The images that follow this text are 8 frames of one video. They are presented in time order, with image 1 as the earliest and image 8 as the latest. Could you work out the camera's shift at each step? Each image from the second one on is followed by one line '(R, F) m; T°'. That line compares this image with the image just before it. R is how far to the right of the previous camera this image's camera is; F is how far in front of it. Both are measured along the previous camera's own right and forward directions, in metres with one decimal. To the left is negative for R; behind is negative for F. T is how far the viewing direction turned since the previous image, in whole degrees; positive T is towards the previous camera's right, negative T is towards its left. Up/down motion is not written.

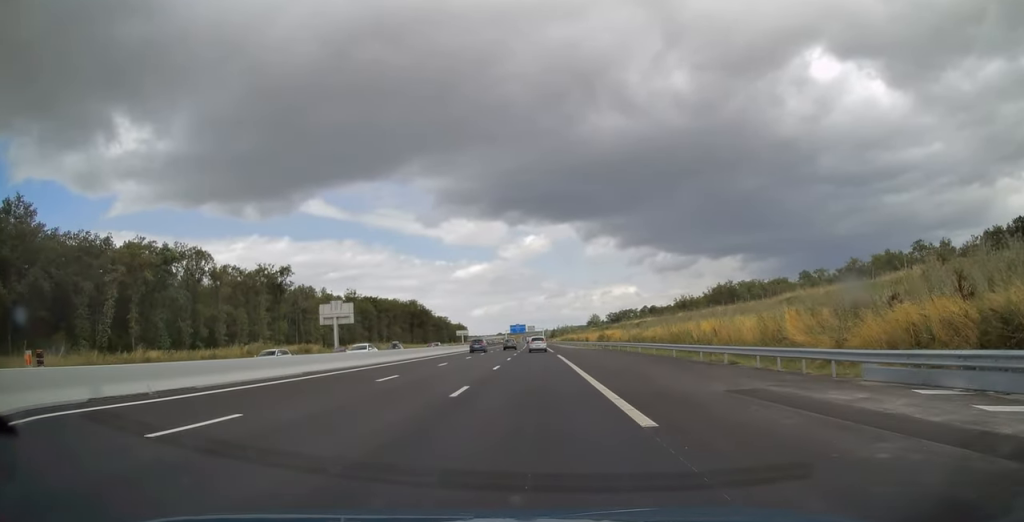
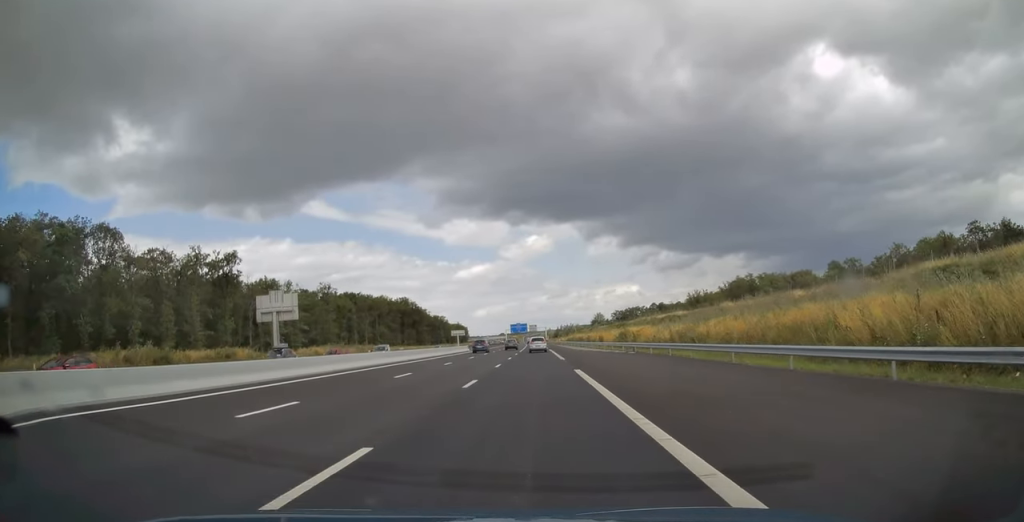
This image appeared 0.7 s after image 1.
(0.0, +23.4) m; 0°
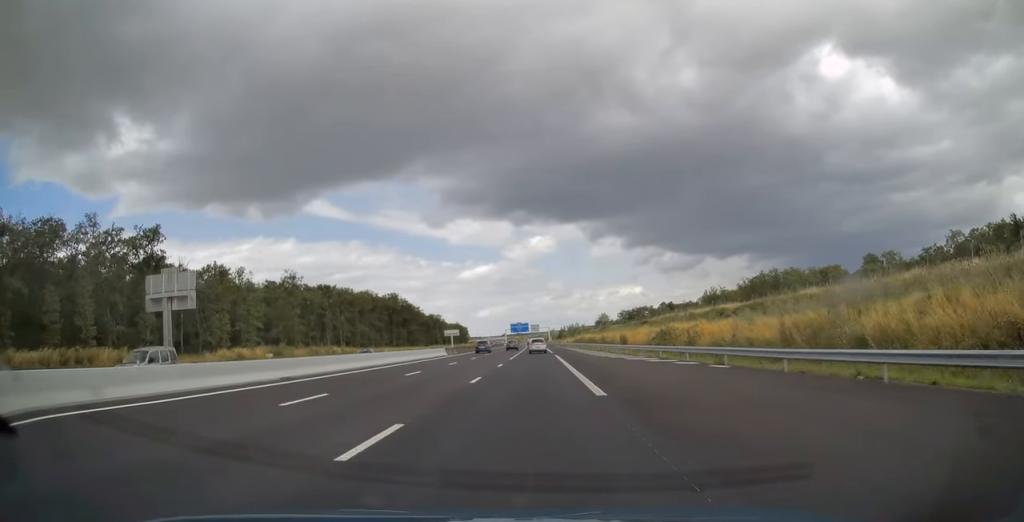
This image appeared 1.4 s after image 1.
(0.0, +24.8) m; 0°
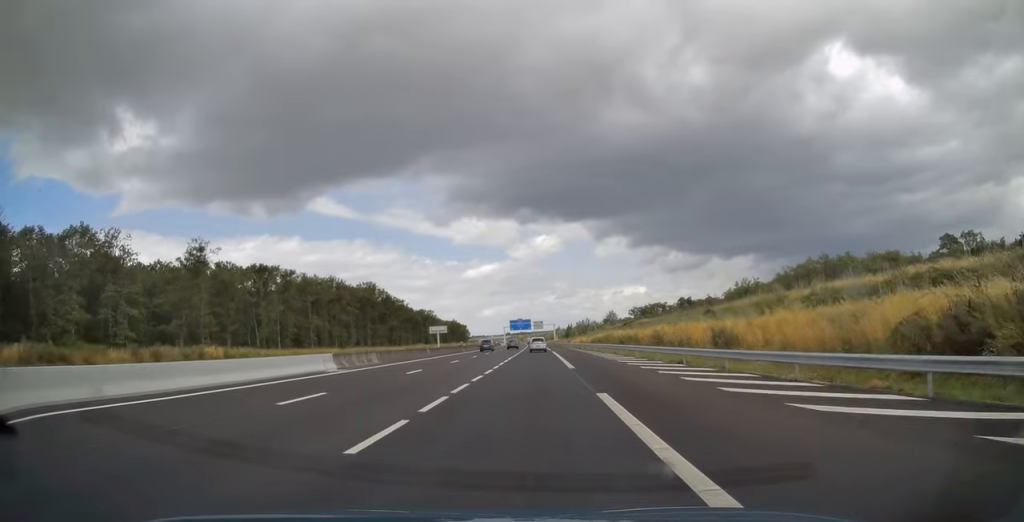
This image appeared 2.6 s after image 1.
(-0.2, +42.3) m; 0°
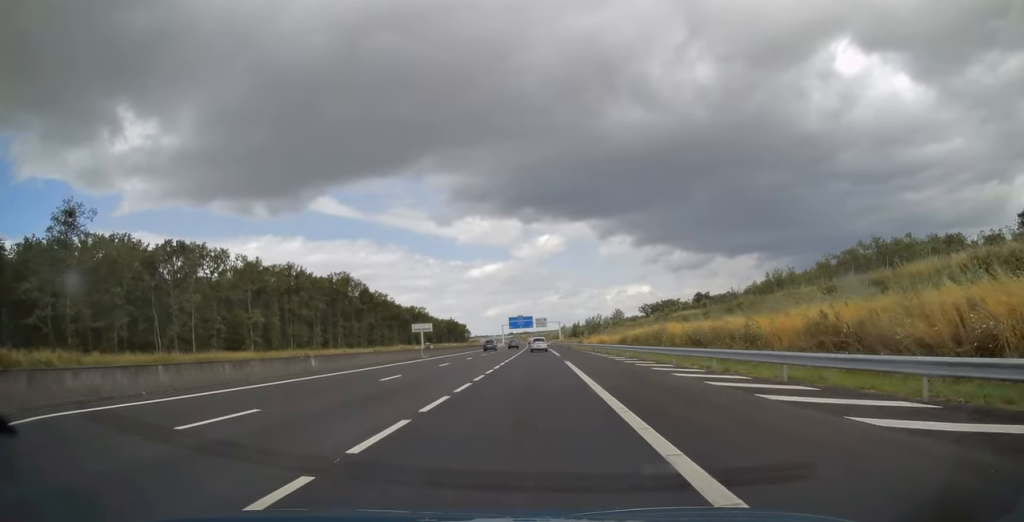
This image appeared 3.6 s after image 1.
(-0.1, +29.4) m; 0°
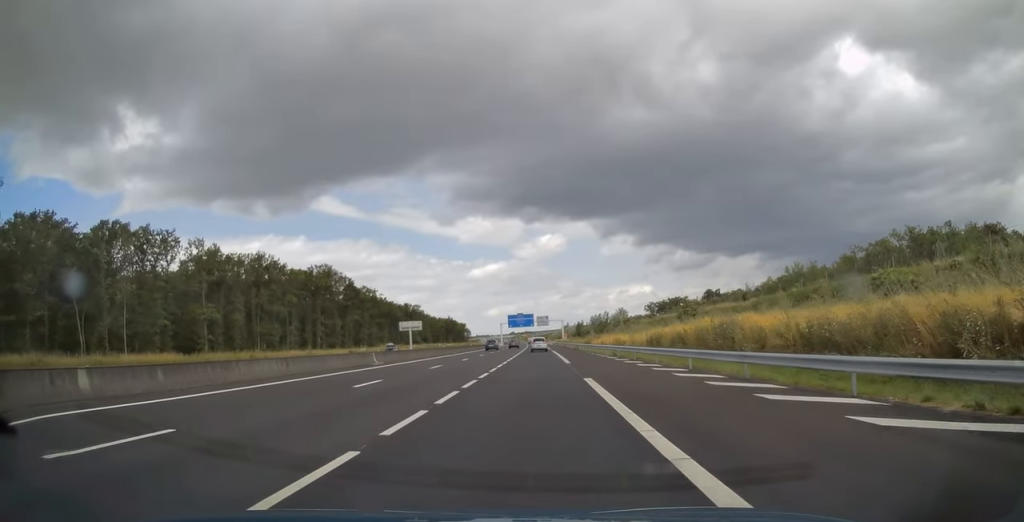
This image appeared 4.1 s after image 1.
(0.0, +15.1) m; 0°
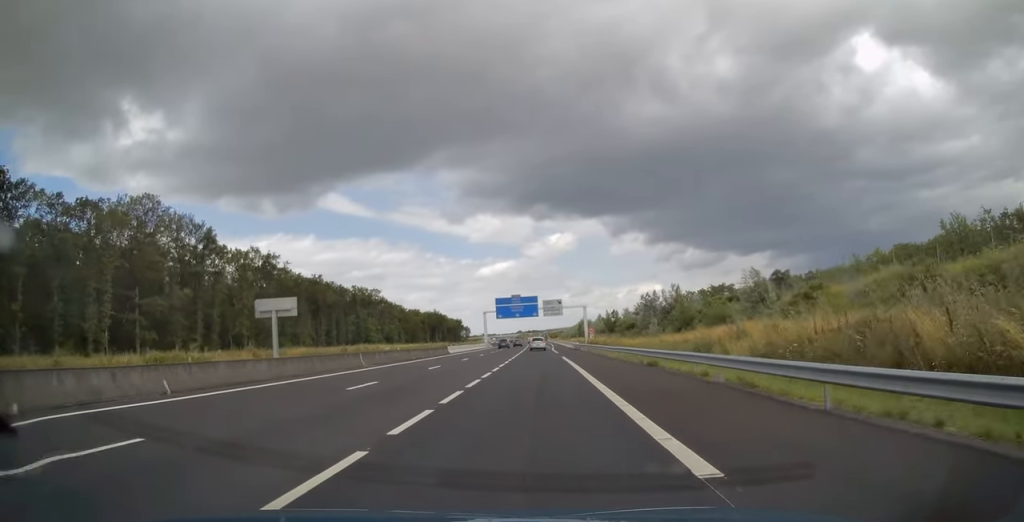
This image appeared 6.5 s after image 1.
(-0.5, +77.2) m; -1°
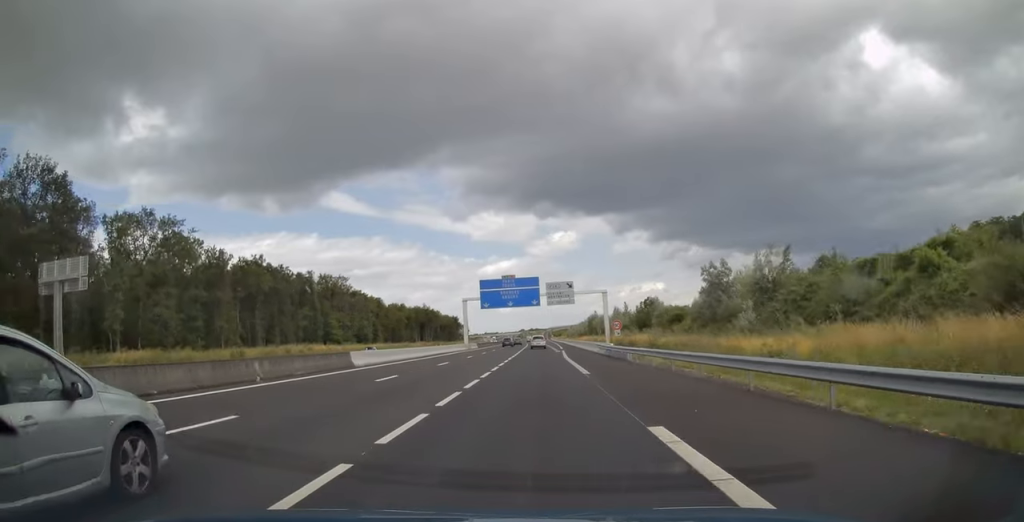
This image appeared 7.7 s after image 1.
(0.0, +37.5) m; 0°
